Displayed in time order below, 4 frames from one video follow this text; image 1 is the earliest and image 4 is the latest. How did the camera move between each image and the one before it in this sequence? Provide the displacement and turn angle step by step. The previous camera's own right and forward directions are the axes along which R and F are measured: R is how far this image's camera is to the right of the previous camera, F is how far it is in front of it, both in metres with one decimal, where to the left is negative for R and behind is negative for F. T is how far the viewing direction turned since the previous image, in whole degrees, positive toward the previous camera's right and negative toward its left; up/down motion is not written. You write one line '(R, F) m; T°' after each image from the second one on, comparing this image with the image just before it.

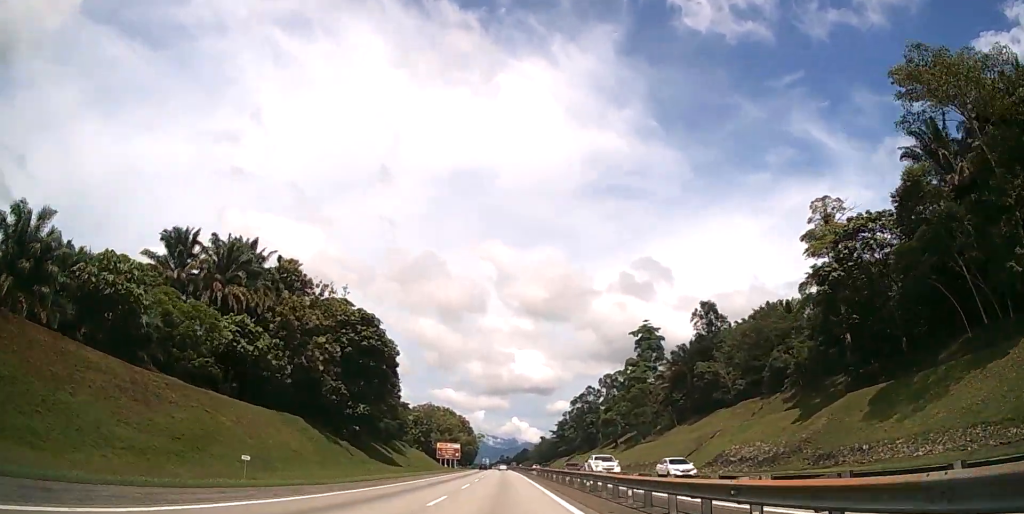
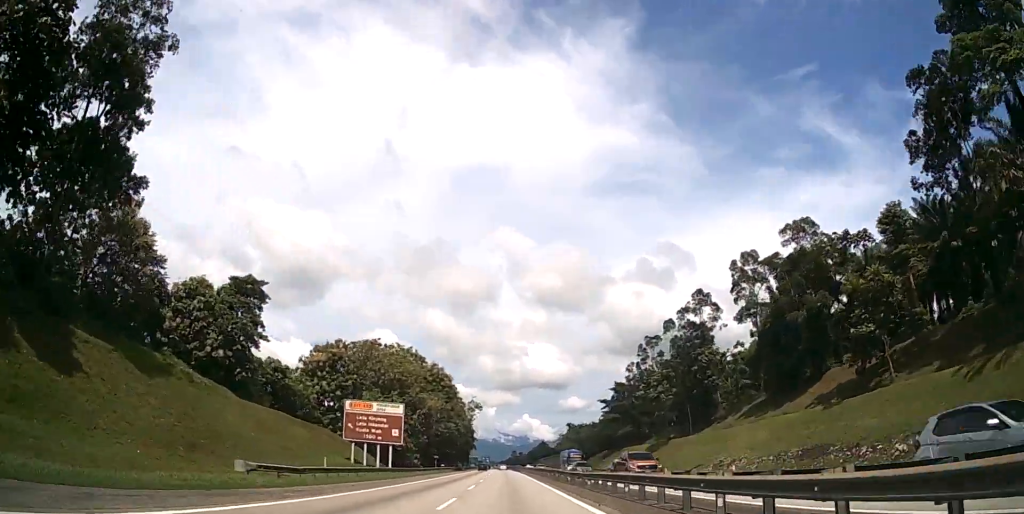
(-2.2, +110.6) m; -2°
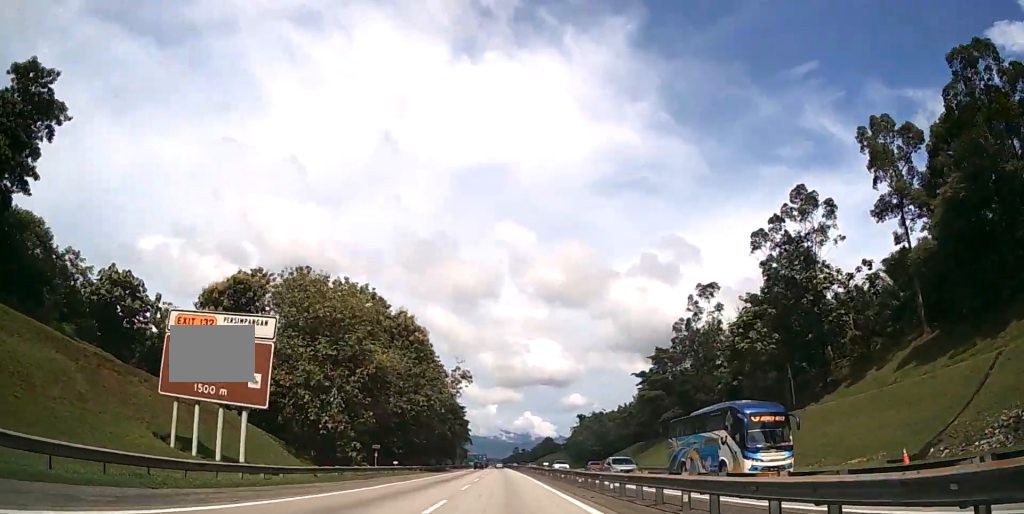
(0.0, +37.5) m; 0°
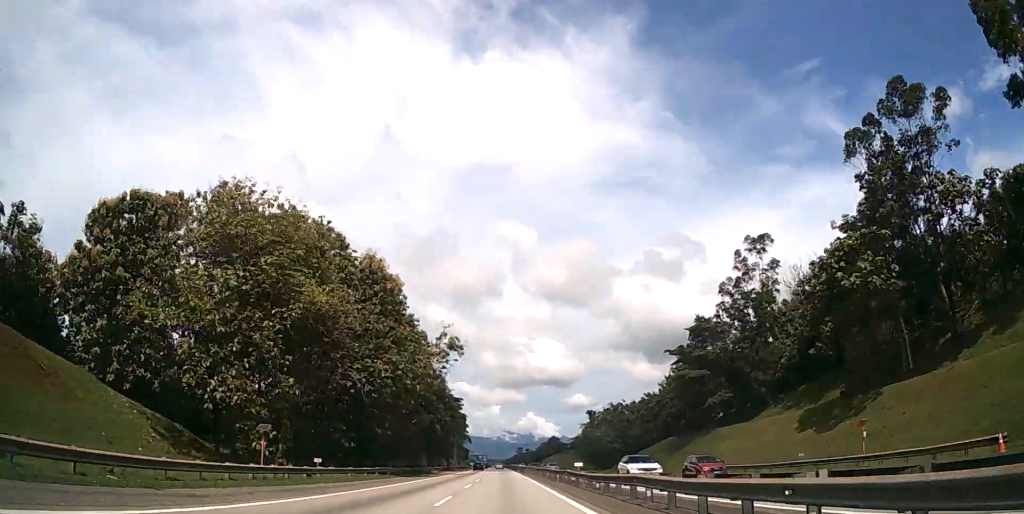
(+0.1, +21.1) m; 0°
